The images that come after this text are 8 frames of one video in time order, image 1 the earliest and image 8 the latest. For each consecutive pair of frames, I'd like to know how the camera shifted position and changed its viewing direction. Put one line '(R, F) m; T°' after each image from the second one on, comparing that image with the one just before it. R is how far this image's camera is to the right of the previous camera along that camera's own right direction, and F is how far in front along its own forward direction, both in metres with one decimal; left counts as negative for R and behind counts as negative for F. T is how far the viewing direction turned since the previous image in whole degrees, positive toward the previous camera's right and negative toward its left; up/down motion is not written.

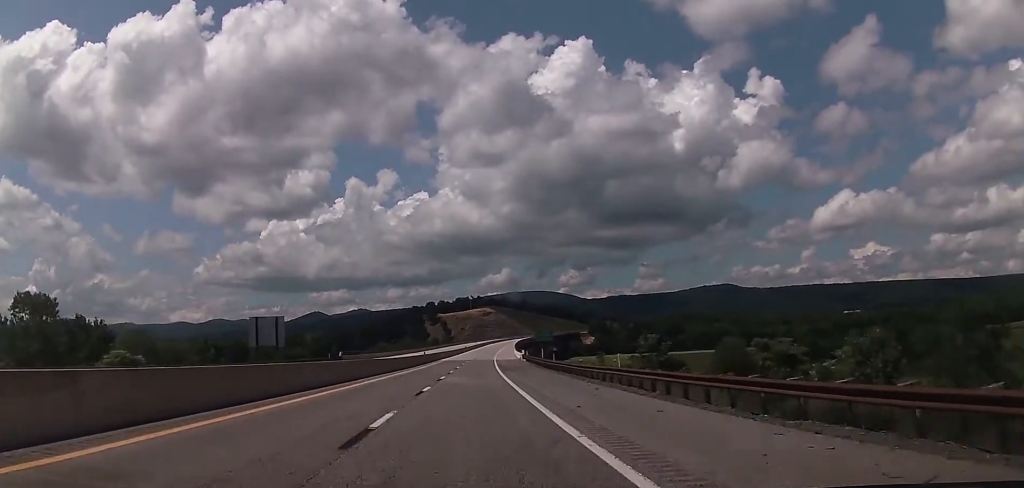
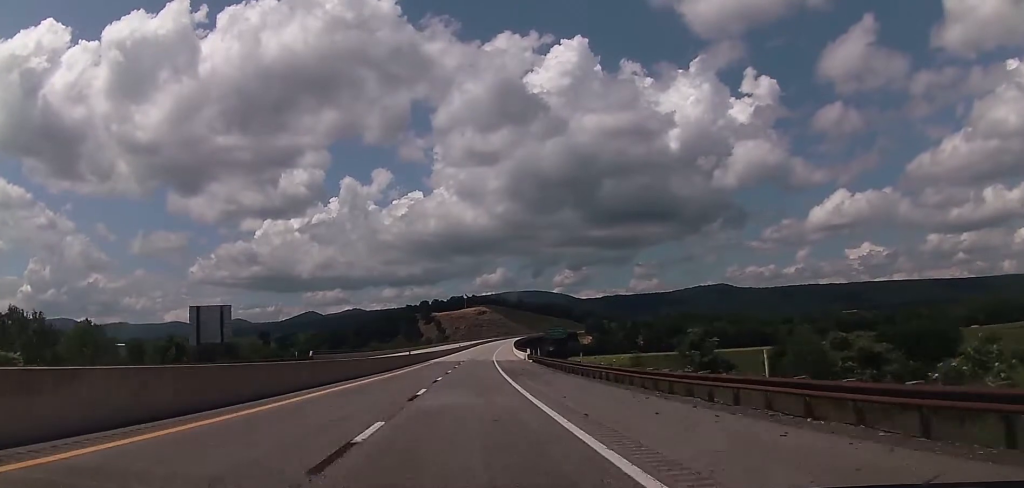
(-0.1, +15.4) m; 0°
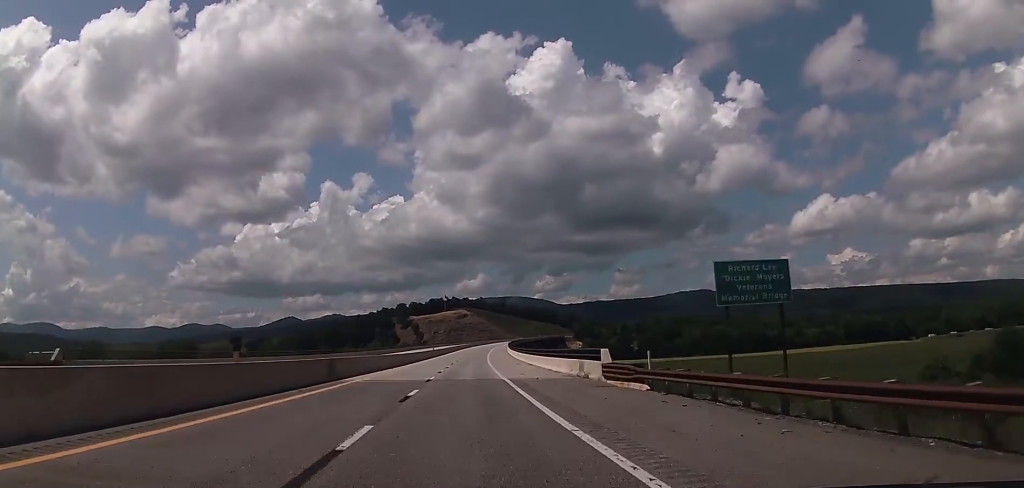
(+0.5, +50.6) m; +1°
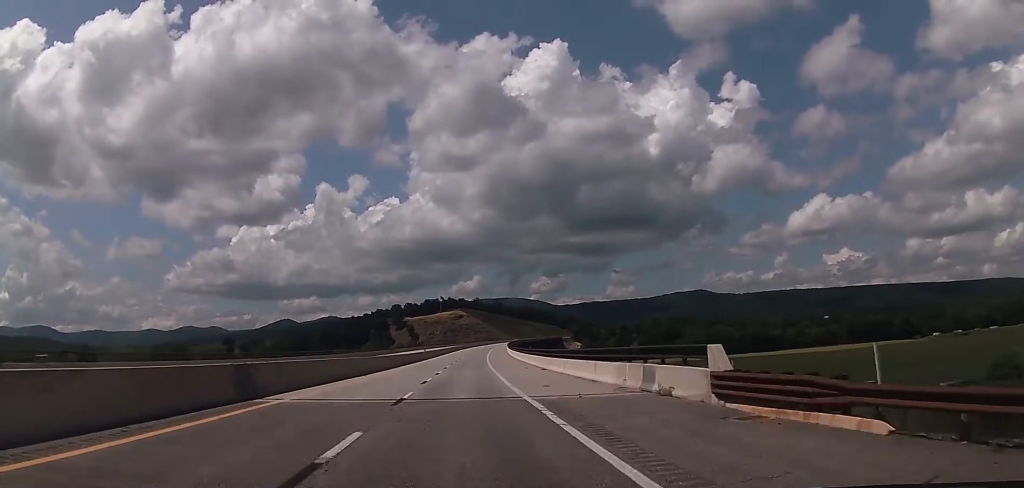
(0.0, +13.2) m; 0°
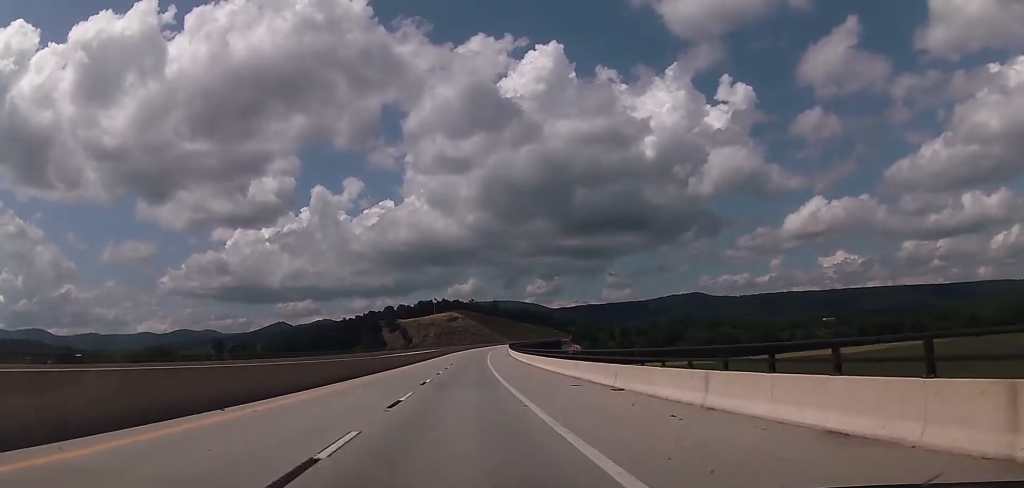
(+0.2, +24.2) m; +1°
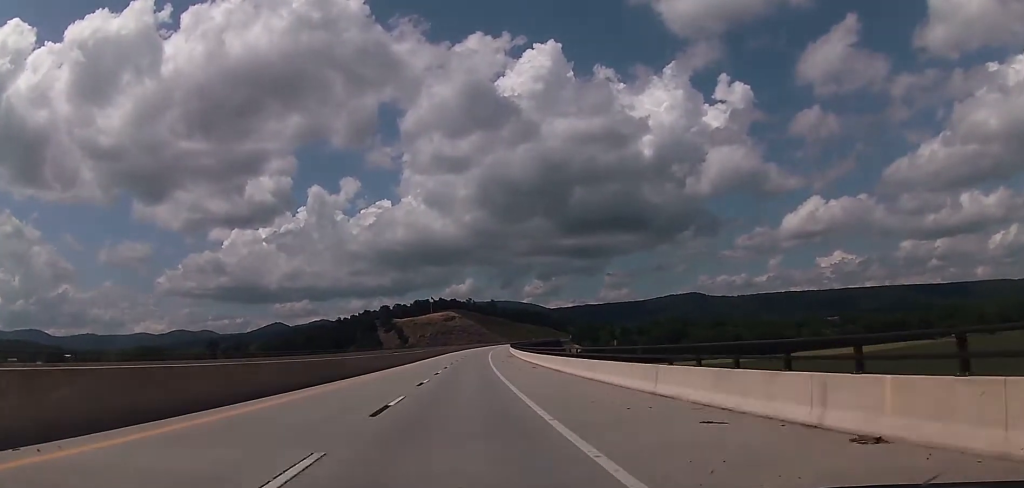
(-0.1, +15.4) m; +1°
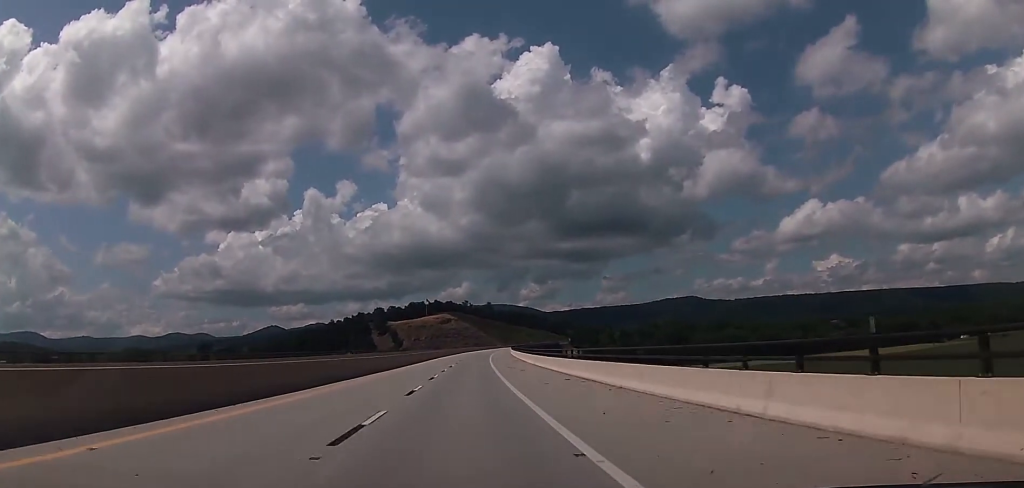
(+0.3, +17.5) m; 0°
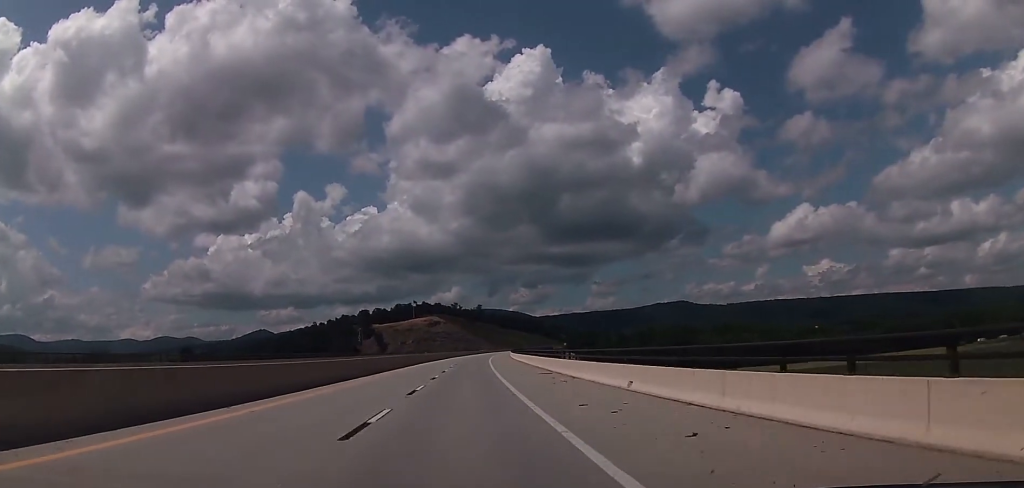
(+0.2, +36.0) m; 0°
